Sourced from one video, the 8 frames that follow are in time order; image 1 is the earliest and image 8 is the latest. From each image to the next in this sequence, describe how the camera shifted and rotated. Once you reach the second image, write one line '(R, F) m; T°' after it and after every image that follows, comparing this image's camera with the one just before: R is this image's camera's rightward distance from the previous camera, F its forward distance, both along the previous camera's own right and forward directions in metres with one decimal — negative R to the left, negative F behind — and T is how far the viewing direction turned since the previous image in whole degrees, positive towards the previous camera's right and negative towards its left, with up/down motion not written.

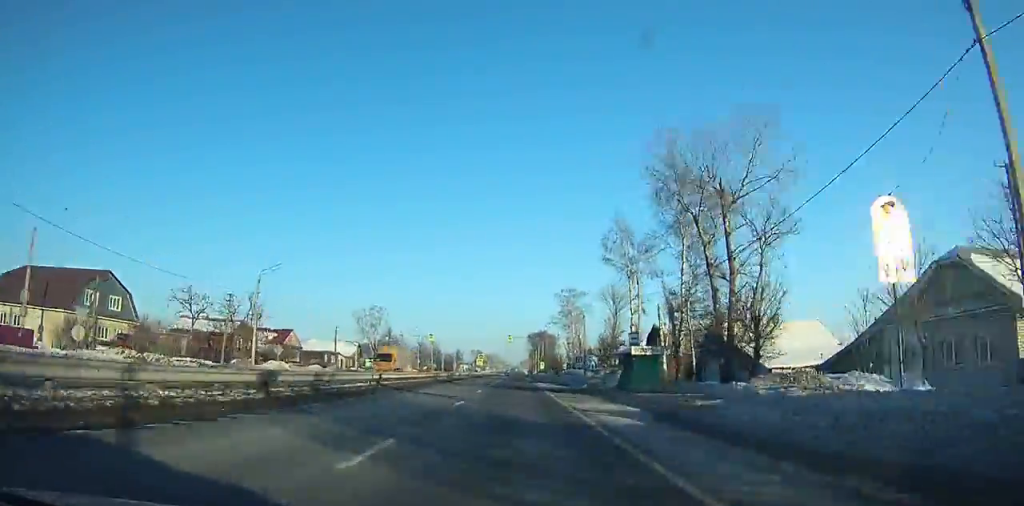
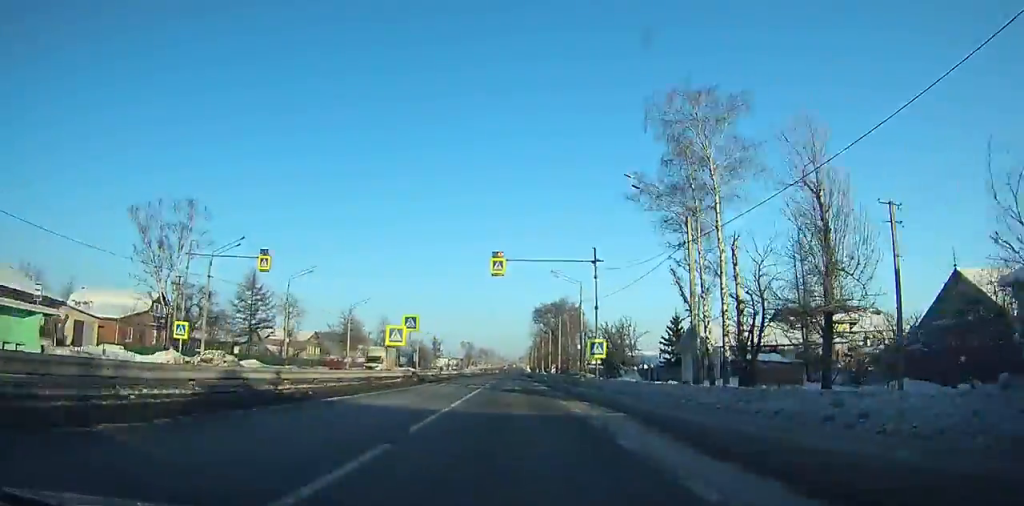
(+1.0, +93.1) m; +1°
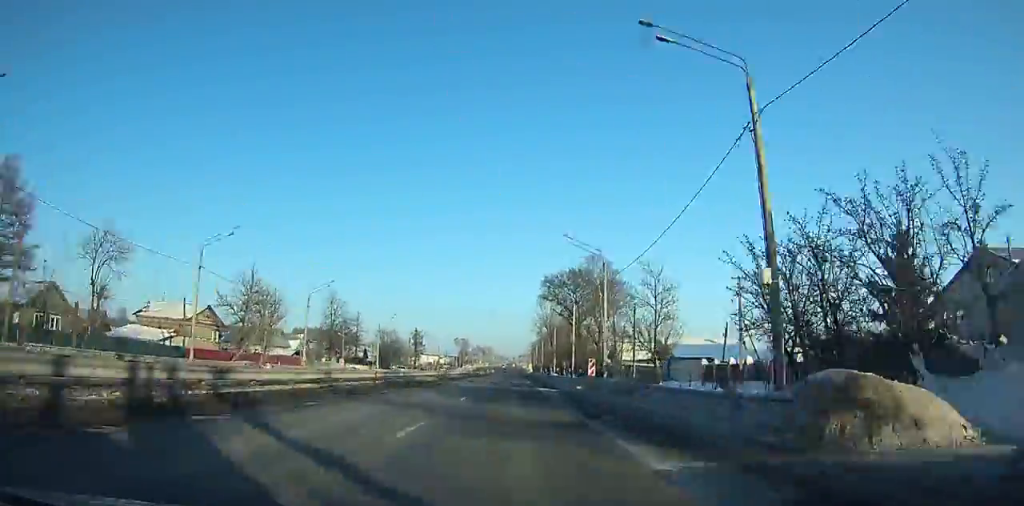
(0.0, +47.5) m; 0°
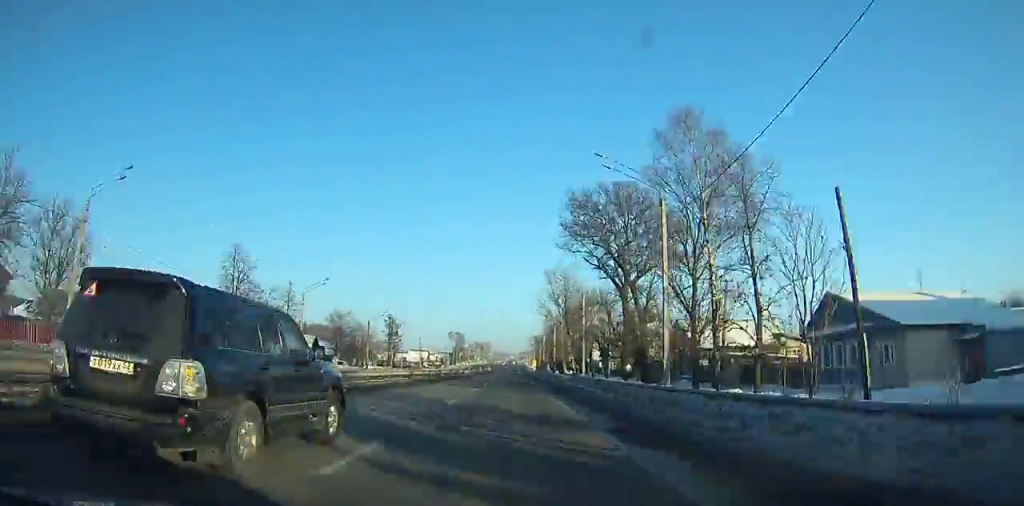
(+0.5, +43.1) m; -1°
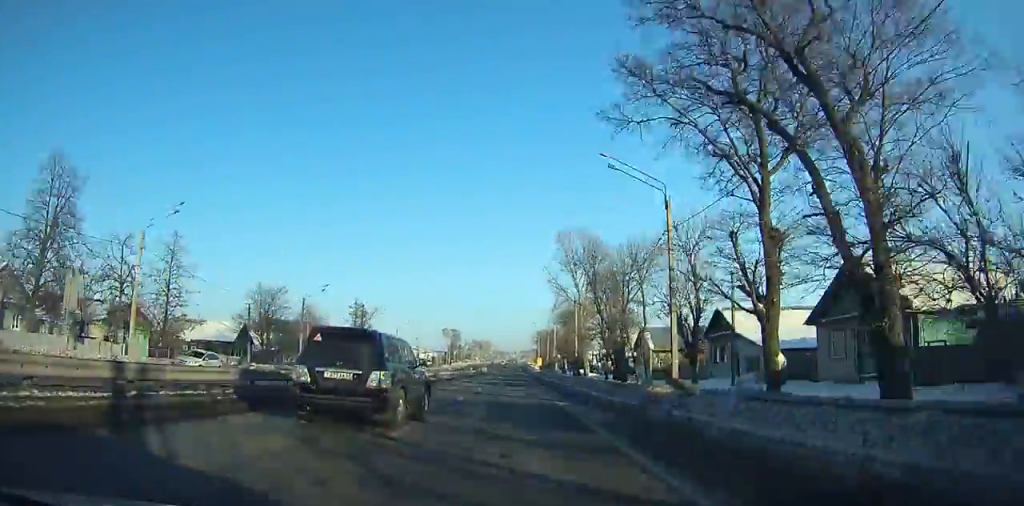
(-0.9, +33.4) m; 0°
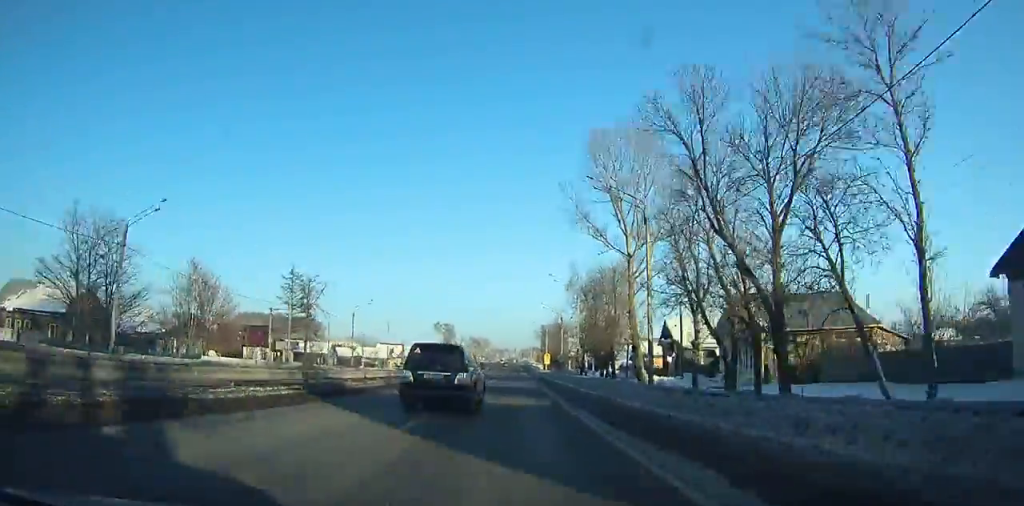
(-0.6, +35.3) m; 0°
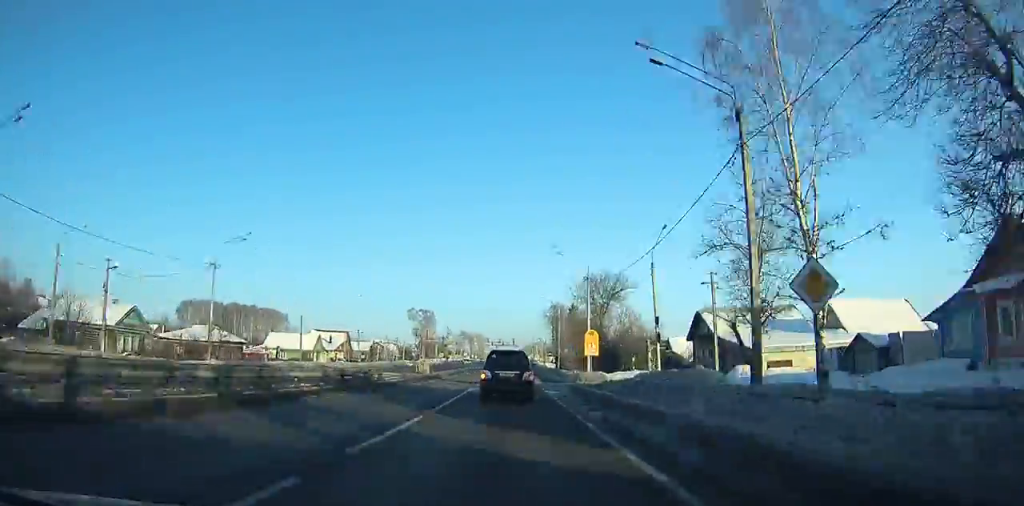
(+0.6, +64.9) m; 0°
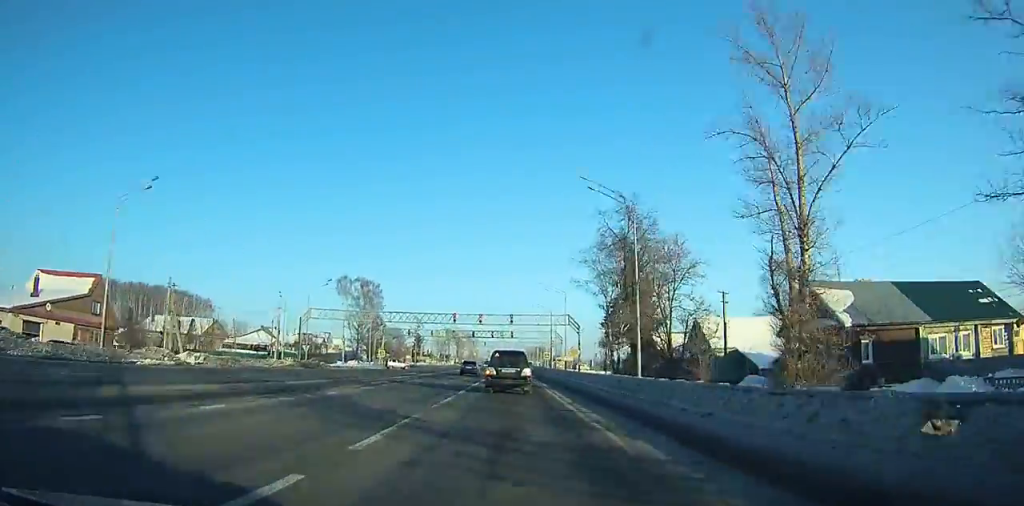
(-1.1, +79.9) m; -2°
